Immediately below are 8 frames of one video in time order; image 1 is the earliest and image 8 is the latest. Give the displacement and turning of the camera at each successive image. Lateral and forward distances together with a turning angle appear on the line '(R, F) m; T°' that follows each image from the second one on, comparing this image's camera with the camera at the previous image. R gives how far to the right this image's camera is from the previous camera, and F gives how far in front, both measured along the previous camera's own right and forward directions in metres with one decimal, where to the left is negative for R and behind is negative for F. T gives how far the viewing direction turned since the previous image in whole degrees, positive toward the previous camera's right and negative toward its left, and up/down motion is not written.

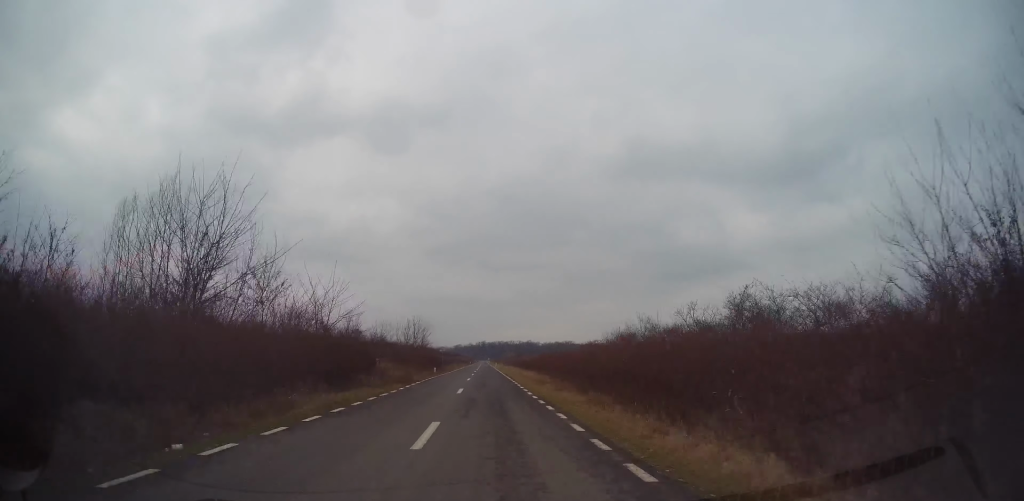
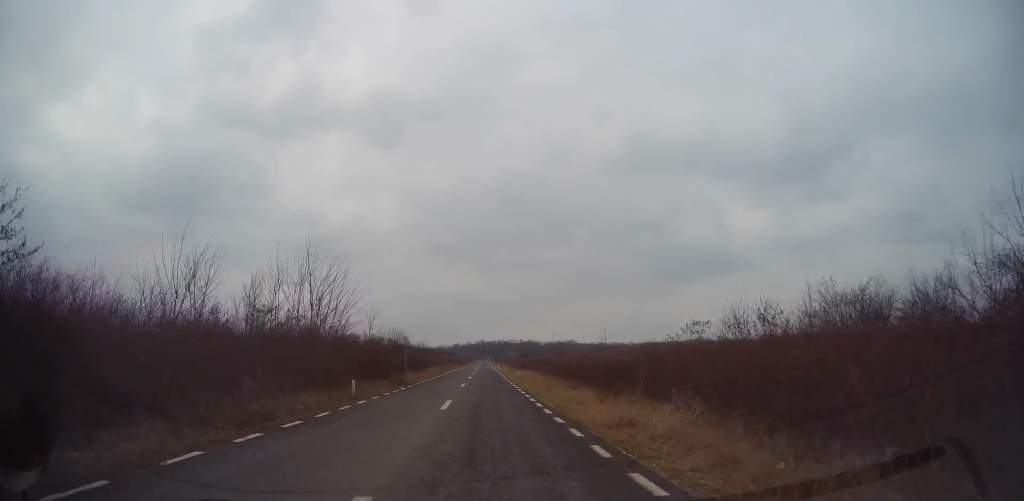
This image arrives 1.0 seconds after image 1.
(+0.1, +29.0) m; +1°
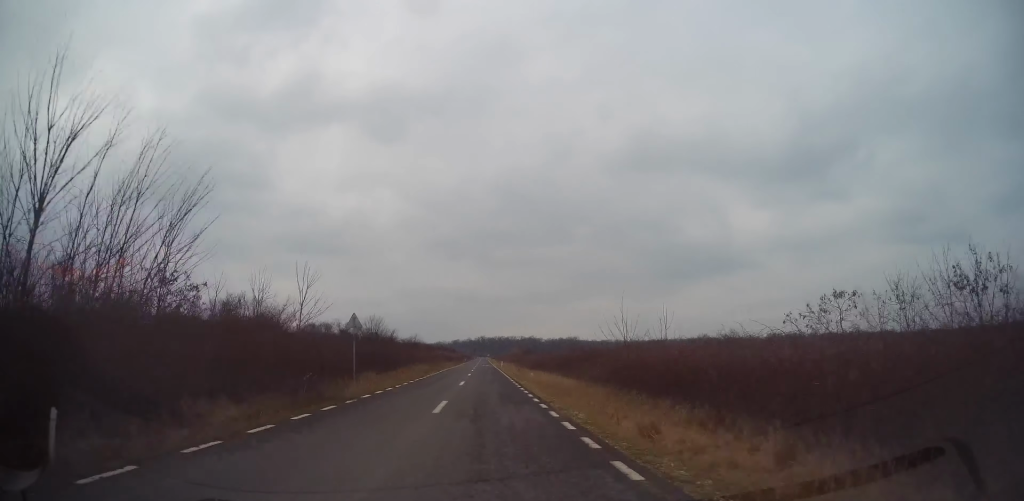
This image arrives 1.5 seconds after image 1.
(+0.3, +13.5) m; 0°
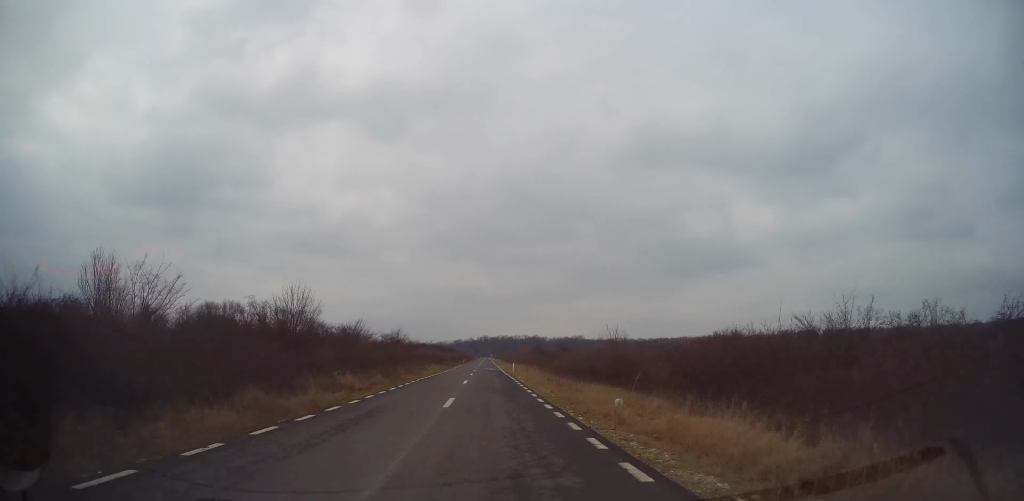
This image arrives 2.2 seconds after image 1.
(+0.1, +22.3) m; 0°
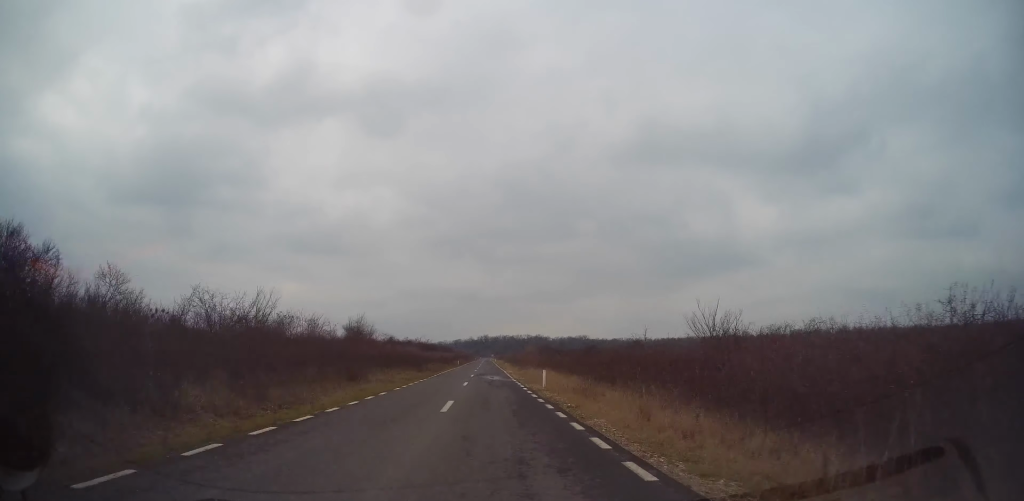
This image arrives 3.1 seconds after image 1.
(-0.3, +24.4) m; -1°
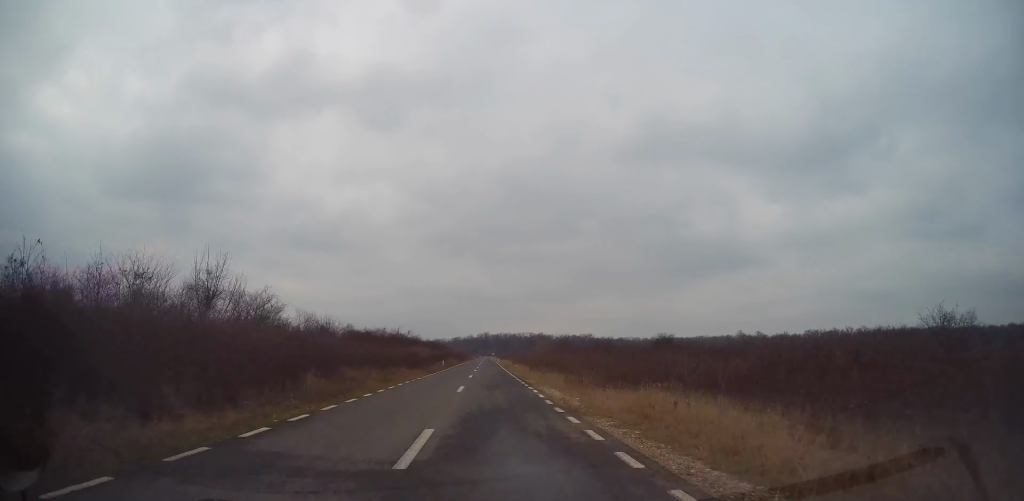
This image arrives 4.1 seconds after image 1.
(0.0, +30.3) m; 0°
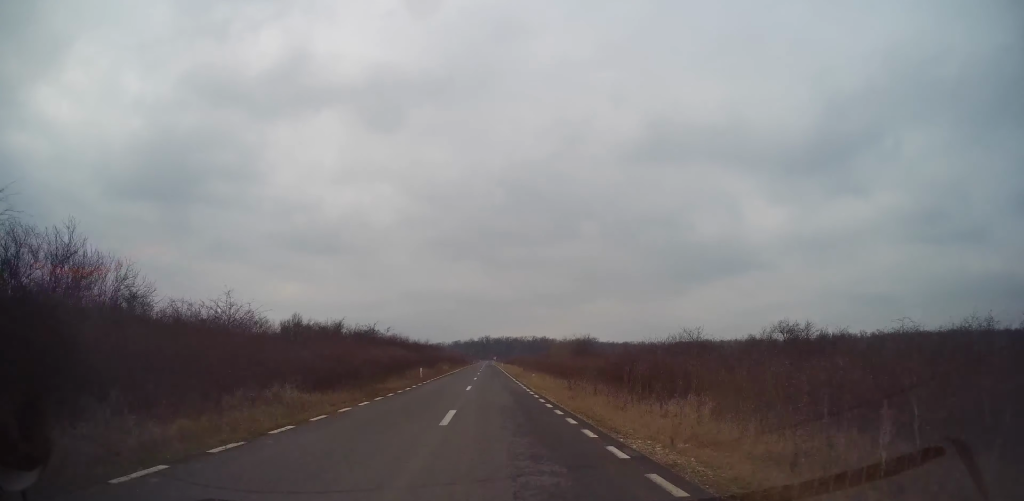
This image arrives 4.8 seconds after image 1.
(+0.1, +19.4) m; 0°
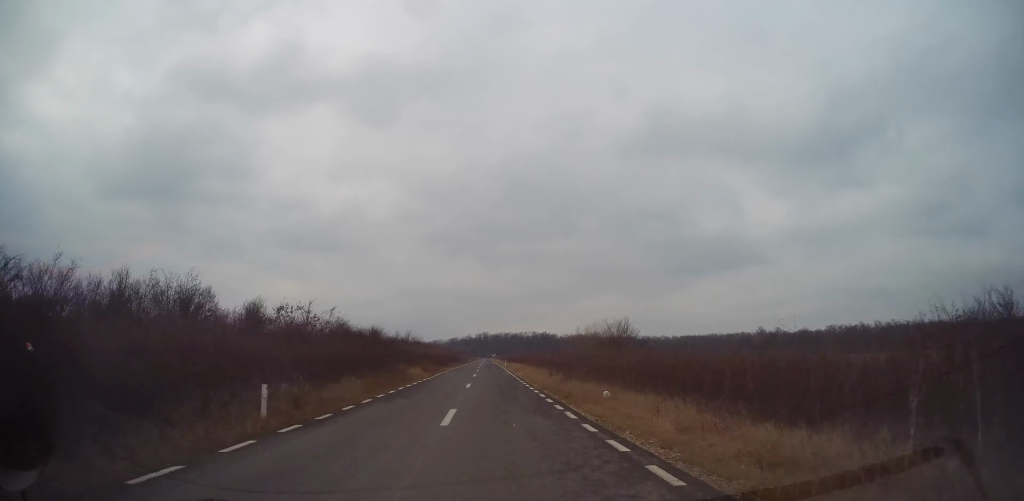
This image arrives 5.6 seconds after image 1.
(0.0, +24.3) m; 0°
